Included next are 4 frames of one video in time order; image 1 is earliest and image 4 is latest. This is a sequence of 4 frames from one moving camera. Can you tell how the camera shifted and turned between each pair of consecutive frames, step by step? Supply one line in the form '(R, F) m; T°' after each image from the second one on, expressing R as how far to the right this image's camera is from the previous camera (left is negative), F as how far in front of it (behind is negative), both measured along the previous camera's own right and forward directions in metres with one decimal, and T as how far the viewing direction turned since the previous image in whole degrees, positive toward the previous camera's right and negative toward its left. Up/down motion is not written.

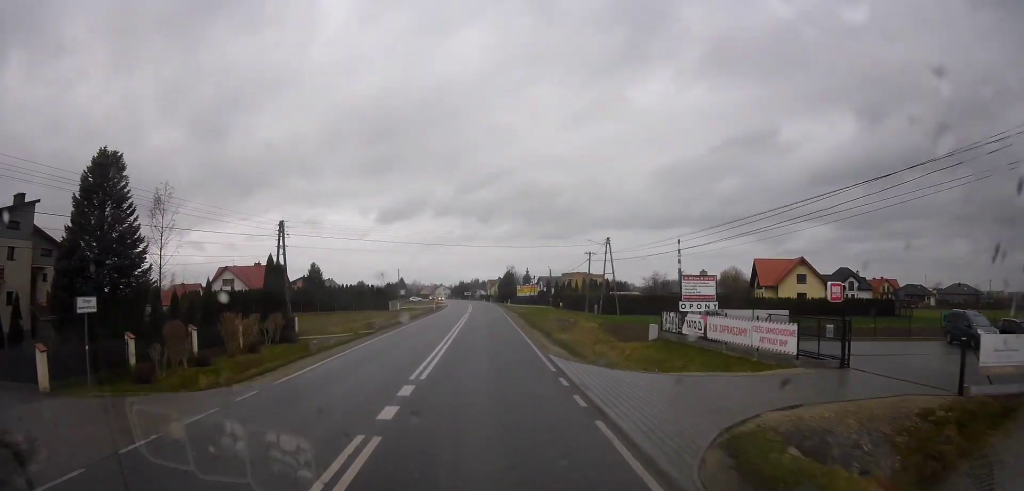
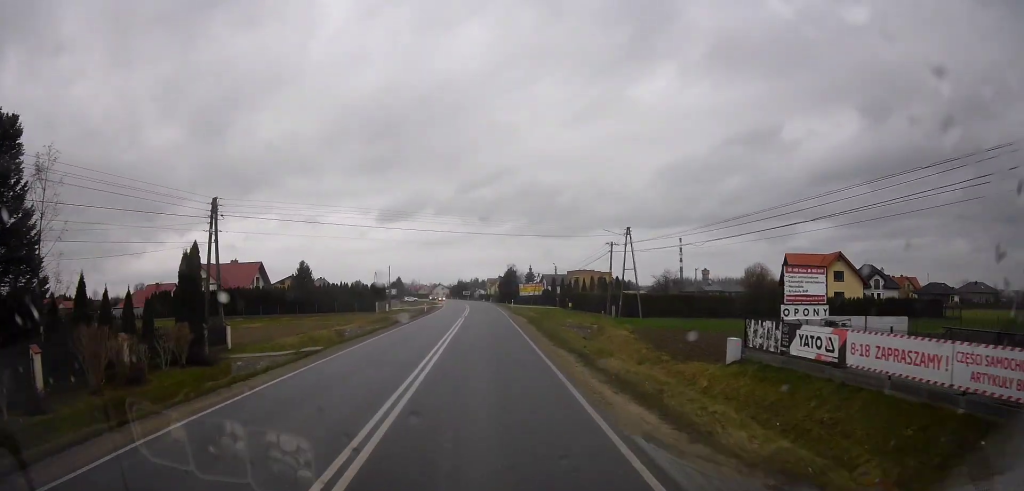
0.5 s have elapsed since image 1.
(+0.1, +9.4) m; +1°
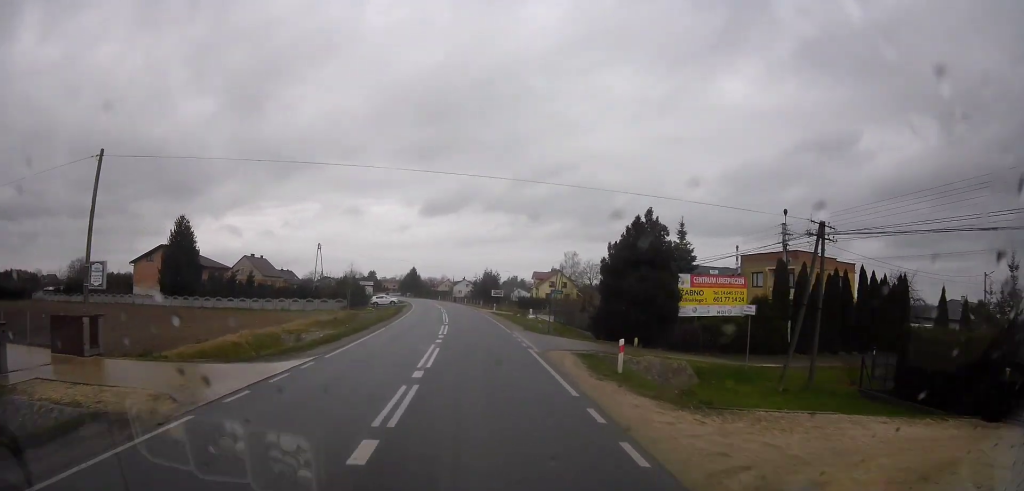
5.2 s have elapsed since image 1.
(-1.4, +77.9) m; -1°
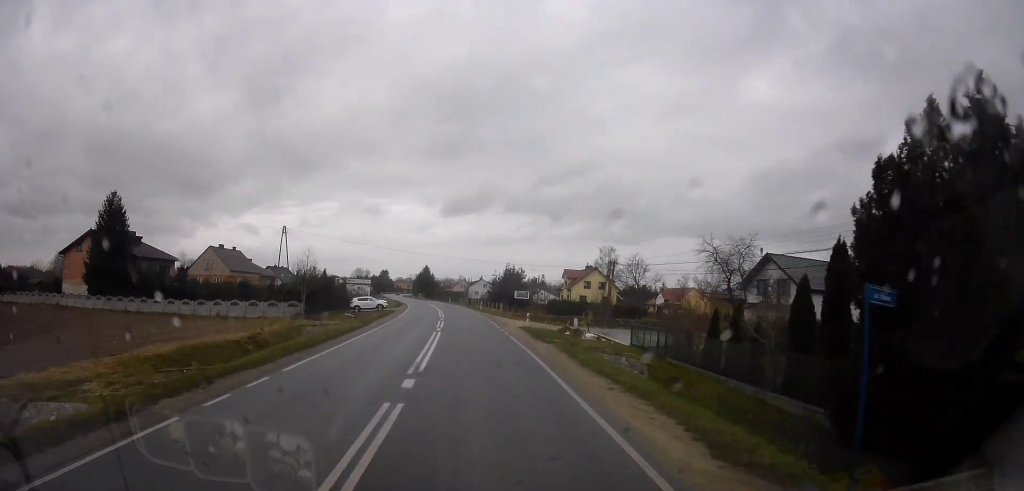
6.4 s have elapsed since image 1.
(-0.7, +20.6) m; -3°
